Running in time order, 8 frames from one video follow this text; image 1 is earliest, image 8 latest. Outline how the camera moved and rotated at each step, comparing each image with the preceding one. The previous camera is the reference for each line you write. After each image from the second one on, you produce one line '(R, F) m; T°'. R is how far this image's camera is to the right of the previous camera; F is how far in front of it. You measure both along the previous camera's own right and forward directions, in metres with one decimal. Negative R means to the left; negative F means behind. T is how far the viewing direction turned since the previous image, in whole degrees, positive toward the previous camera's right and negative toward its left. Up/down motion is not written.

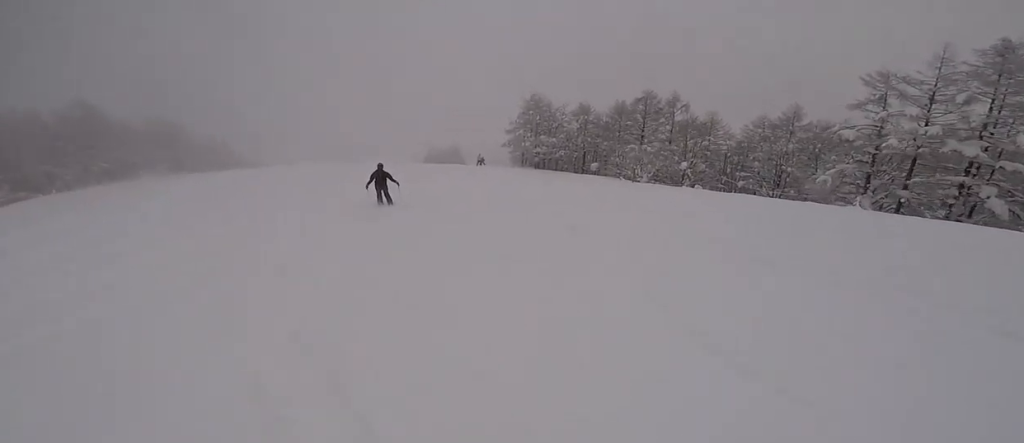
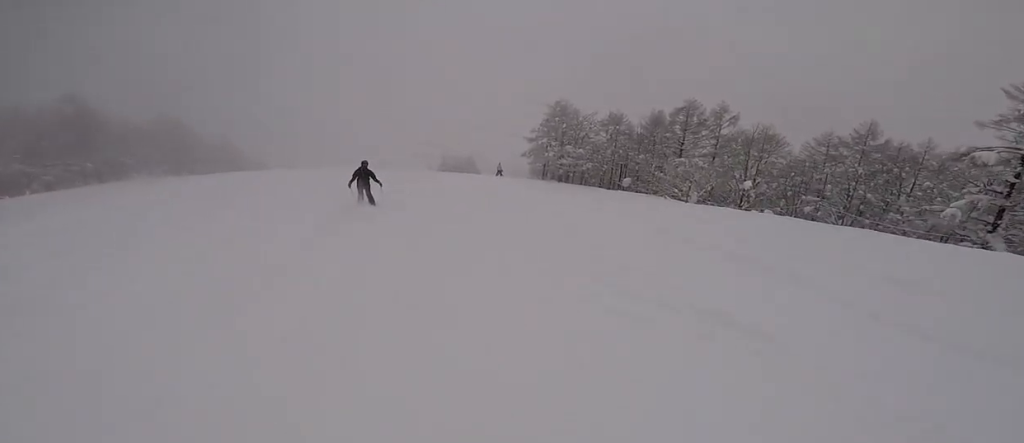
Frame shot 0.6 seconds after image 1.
(0.0, +5.2) m; -5°
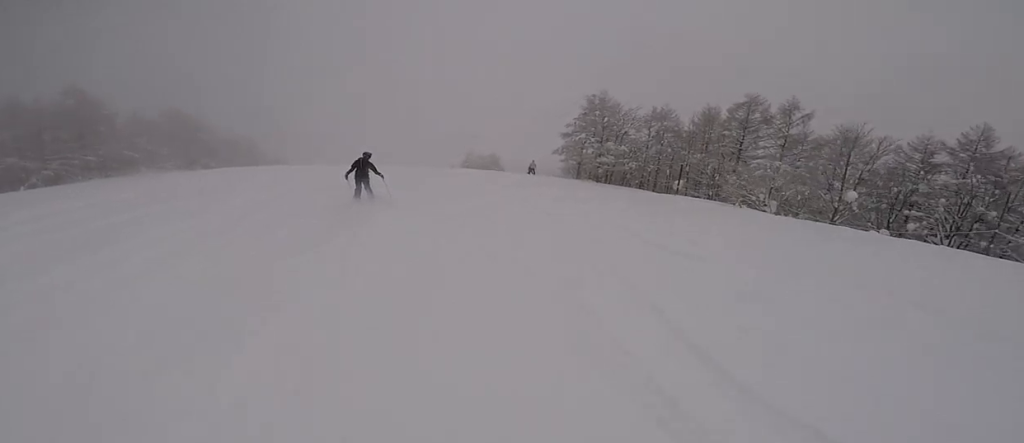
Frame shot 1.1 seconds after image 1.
(+0.5, +4.9) m; -5°
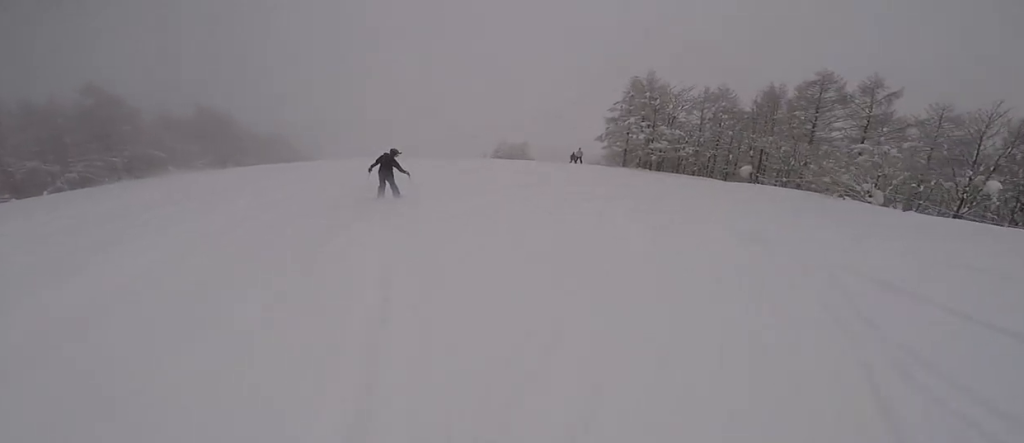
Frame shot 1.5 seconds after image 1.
(-0.7, +3.7) m; -7°
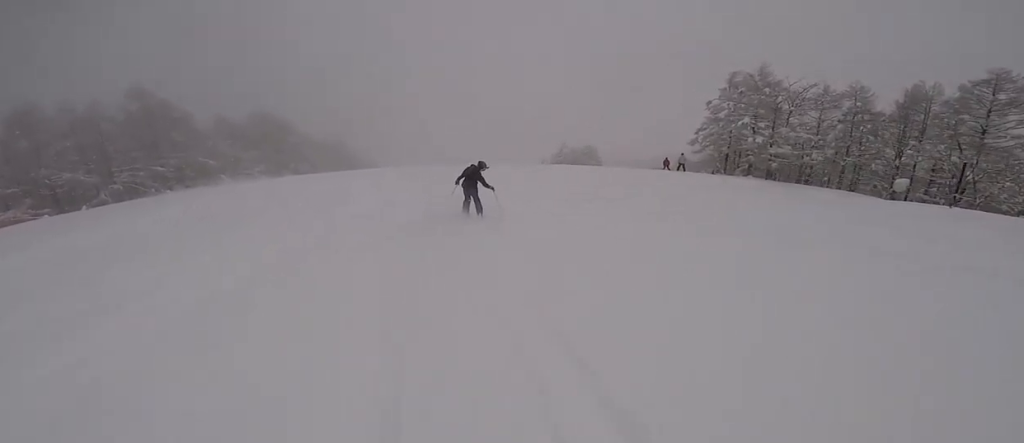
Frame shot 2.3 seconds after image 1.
(-0.7, +6.3) m; -11°
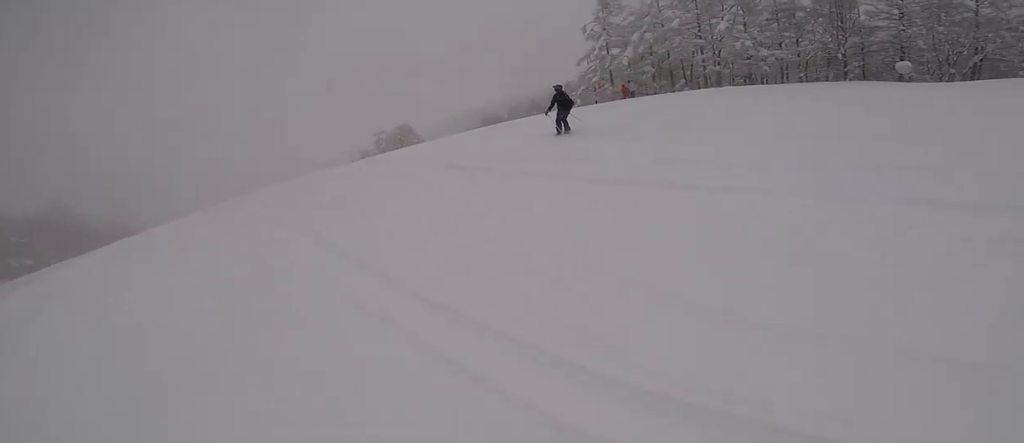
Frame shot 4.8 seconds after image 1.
(-0.5, +18.0) m; +16°
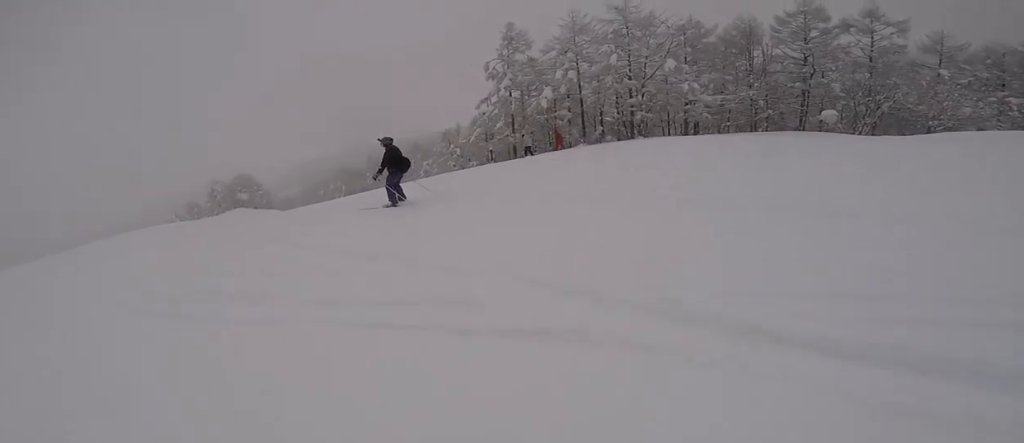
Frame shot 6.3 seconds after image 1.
(+0.8, +8.6) m; +17°
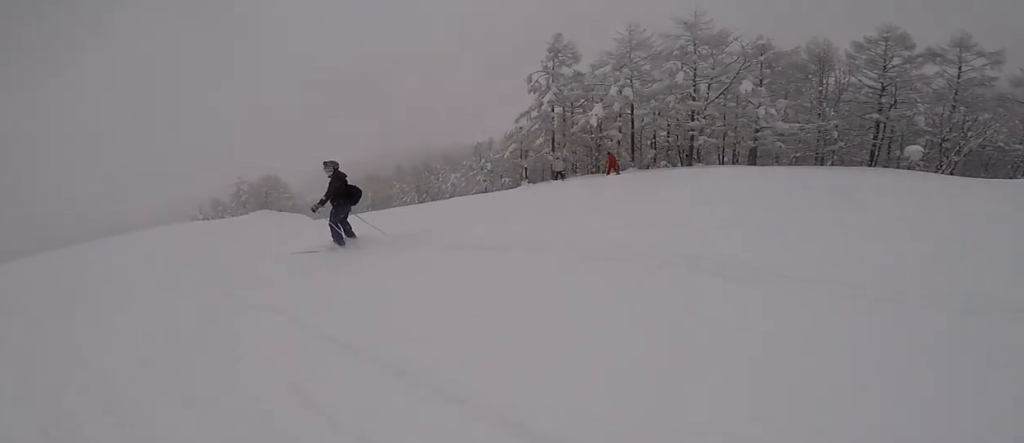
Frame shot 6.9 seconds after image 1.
(+0.6, +2.9) m; +9°
